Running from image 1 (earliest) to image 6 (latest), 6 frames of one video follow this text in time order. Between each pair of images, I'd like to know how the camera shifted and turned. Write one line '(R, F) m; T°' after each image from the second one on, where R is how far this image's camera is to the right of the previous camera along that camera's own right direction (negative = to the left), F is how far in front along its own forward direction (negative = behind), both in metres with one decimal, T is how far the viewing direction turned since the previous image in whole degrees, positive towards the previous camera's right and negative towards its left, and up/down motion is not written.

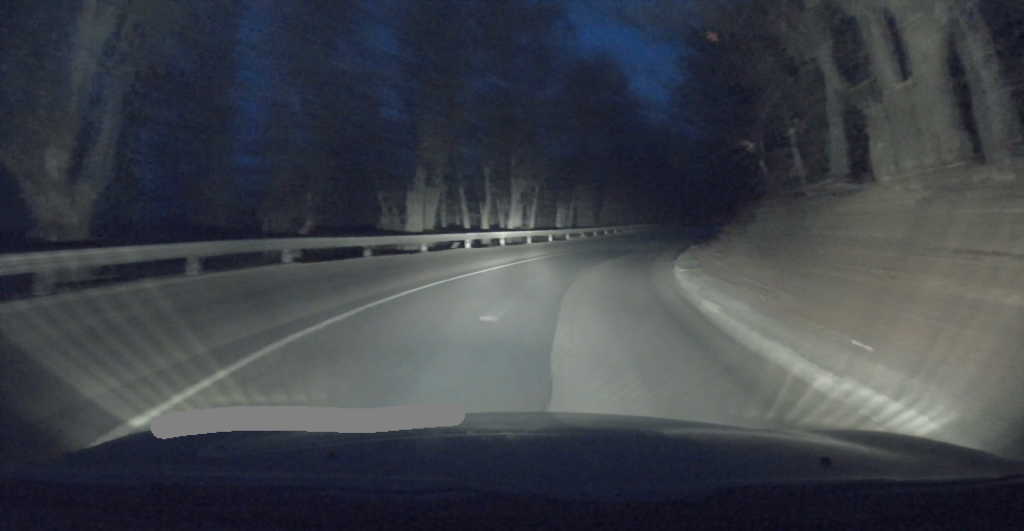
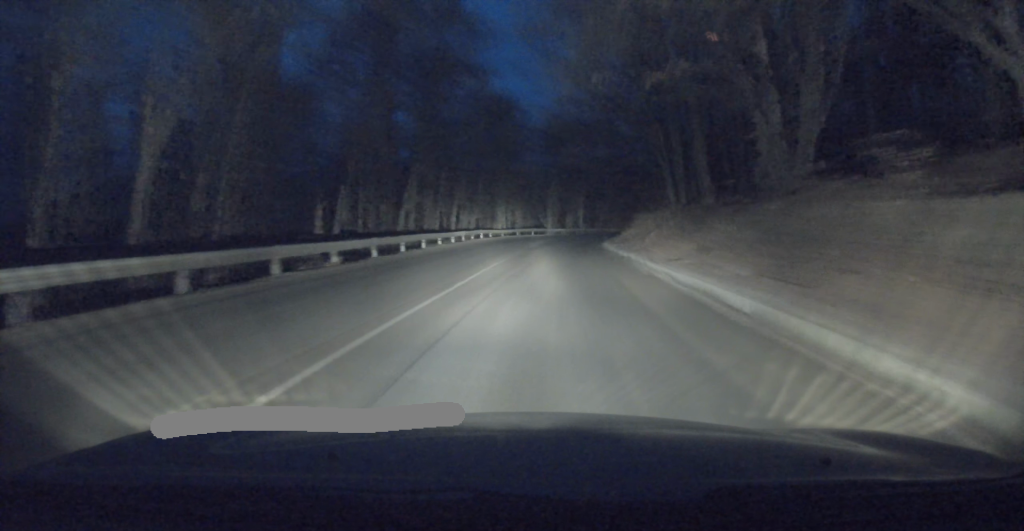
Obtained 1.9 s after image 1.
(+2.9, +25.8) m; +13°
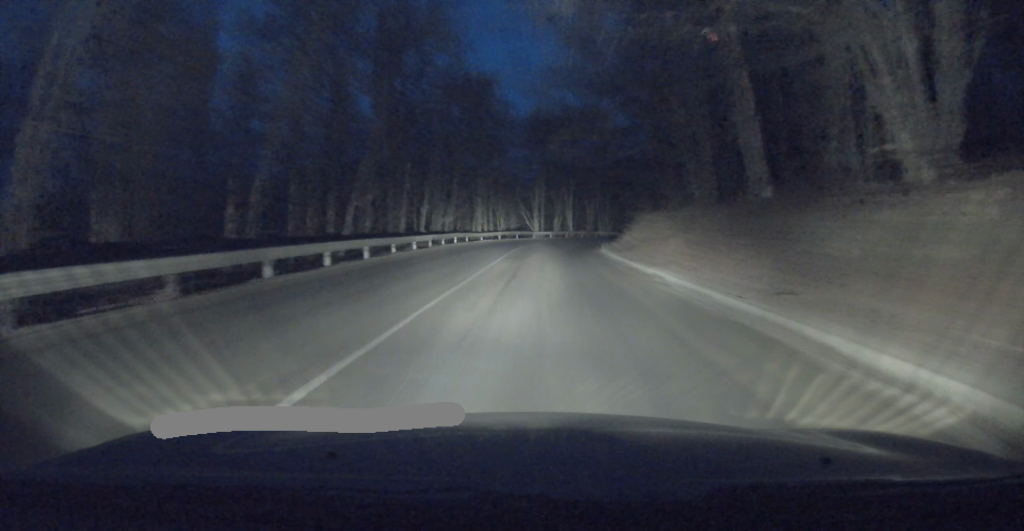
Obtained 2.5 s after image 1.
(+0.4, +7.8) m; +3°
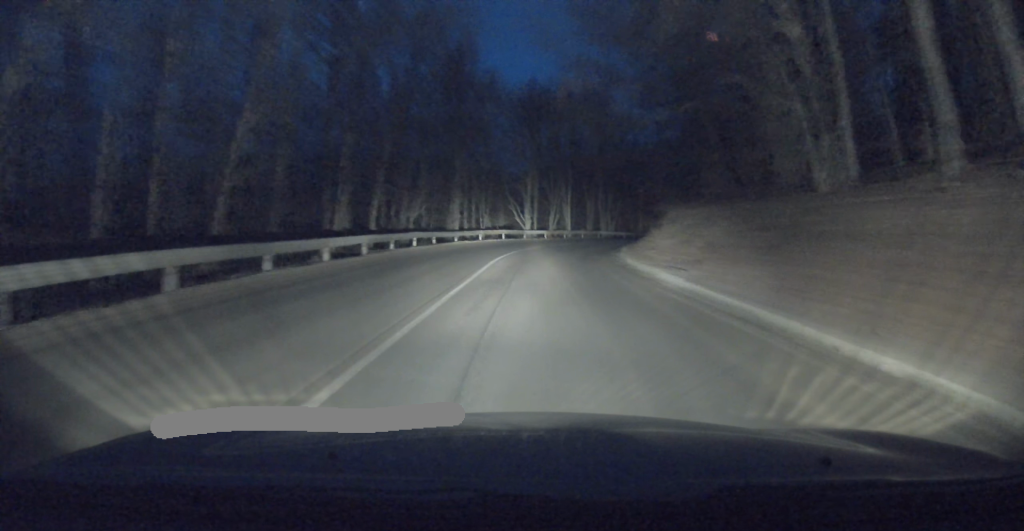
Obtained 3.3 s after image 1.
(+0.5, +11.6) m; +3°
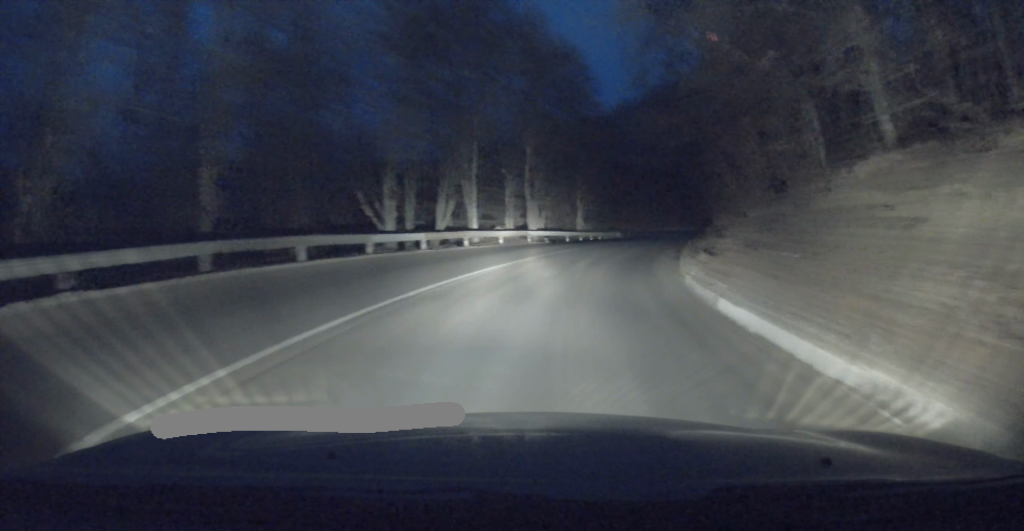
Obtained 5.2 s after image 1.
(+1.7, +26.4) m; +9°
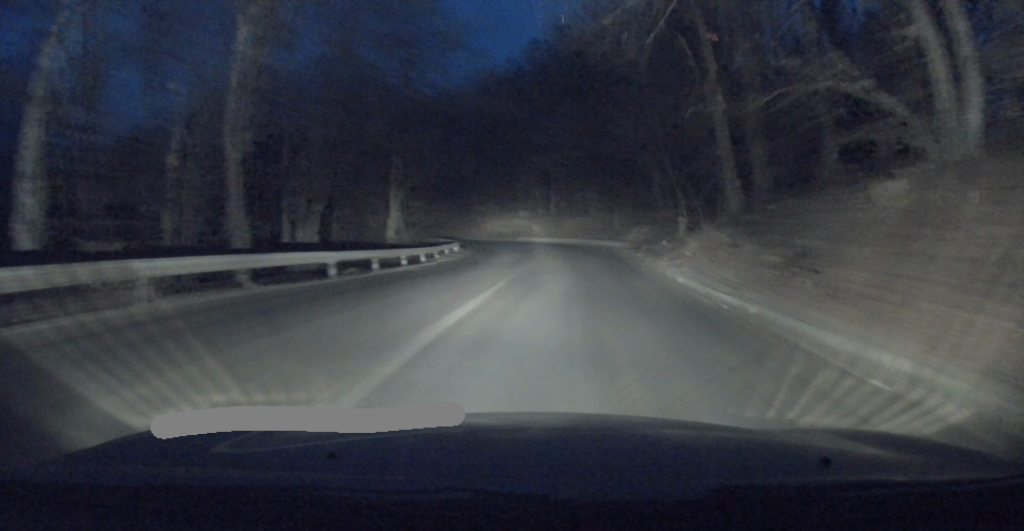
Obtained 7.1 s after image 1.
(+2.5, +23.9) m; +14°
